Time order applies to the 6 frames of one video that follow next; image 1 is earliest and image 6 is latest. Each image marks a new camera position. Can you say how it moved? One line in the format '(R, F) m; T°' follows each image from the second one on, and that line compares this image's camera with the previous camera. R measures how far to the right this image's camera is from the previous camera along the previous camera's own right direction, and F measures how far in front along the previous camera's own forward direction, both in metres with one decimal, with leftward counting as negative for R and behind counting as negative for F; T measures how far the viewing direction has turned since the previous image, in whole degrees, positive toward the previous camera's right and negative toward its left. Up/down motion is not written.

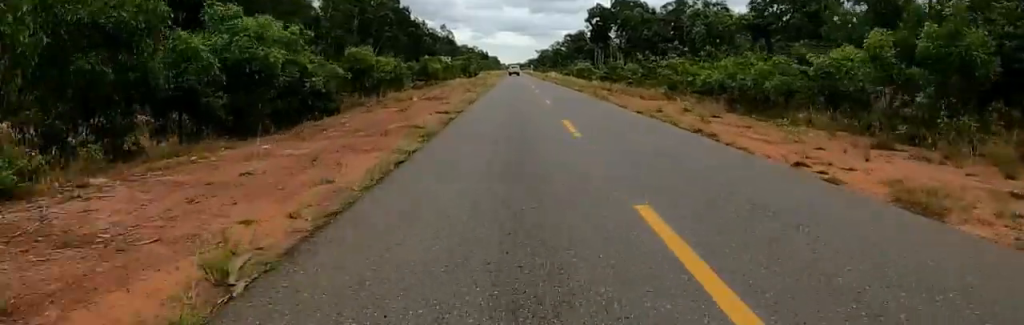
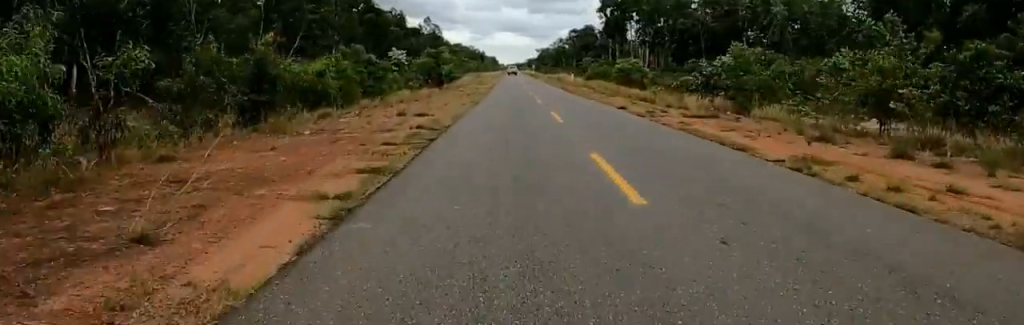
(0.0, +27.4) m; 0°
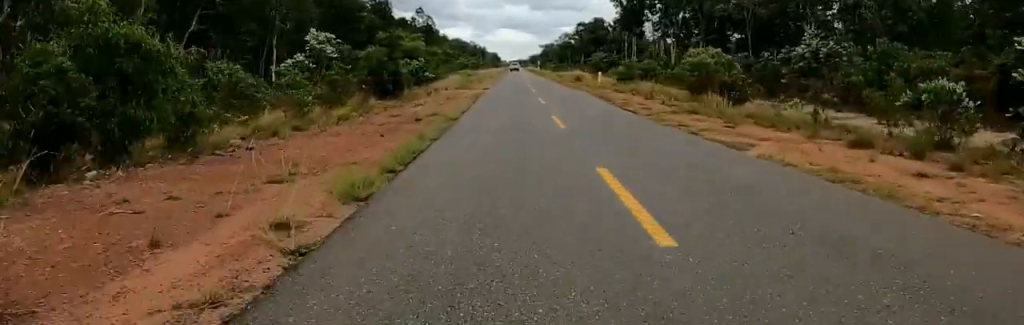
(+0.1, +16.9) m; 0°
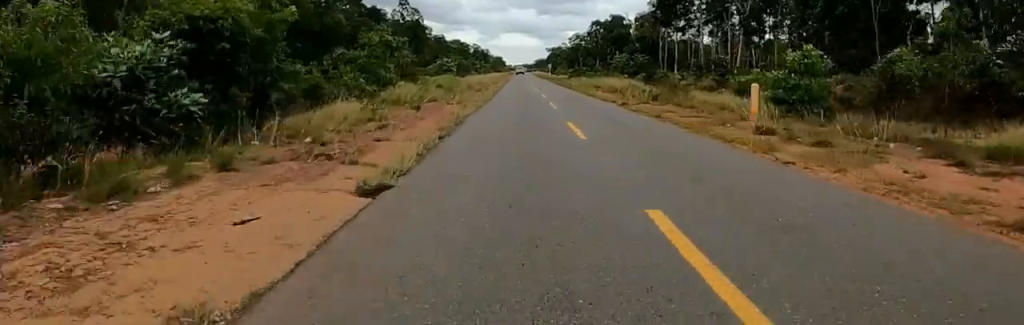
(-0.6, +26.4) m; -2°
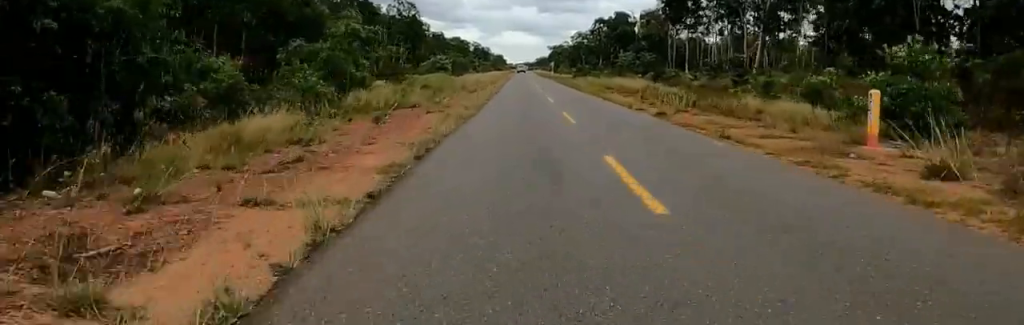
(0.0, +5.8) m; 0°
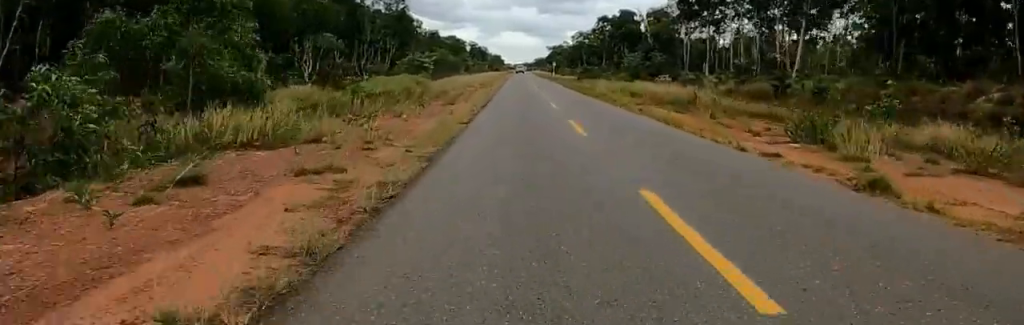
(0.0, +10.1) m; +1°
